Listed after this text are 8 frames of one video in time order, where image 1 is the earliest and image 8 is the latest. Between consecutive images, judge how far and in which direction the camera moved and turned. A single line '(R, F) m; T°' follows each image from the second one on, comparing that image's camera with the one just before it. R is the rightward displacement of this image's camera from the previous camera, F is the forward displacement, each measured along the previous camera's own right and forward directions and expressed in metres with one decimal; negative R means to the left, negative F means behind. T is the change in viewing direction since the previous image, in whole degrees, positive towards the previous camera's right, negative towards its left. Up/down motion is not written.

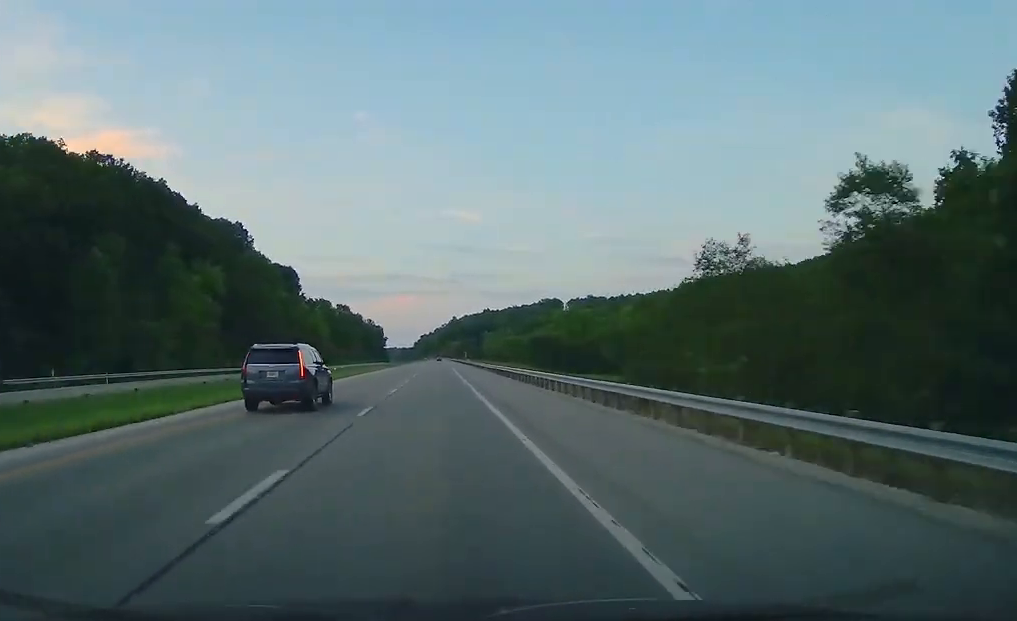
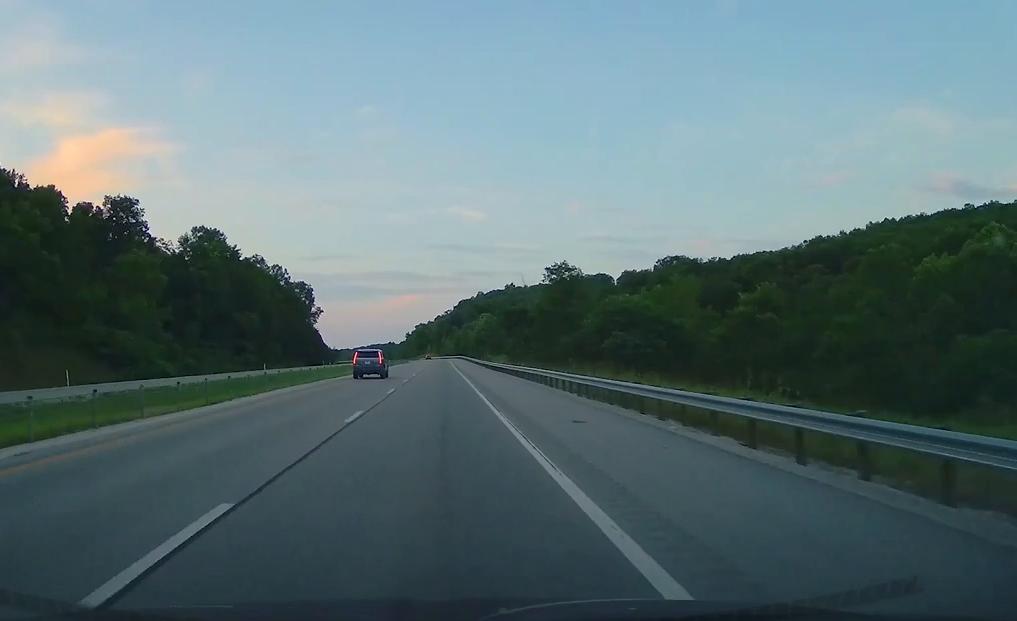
(-1.0, +243.9) m; 0°
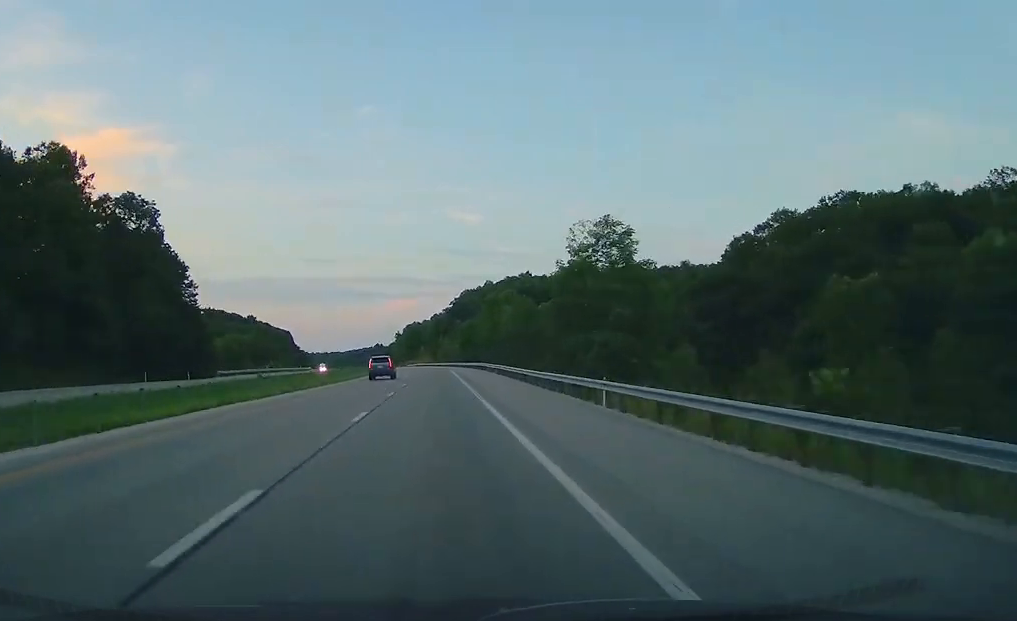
(+0.4, +106.6) m; -1°
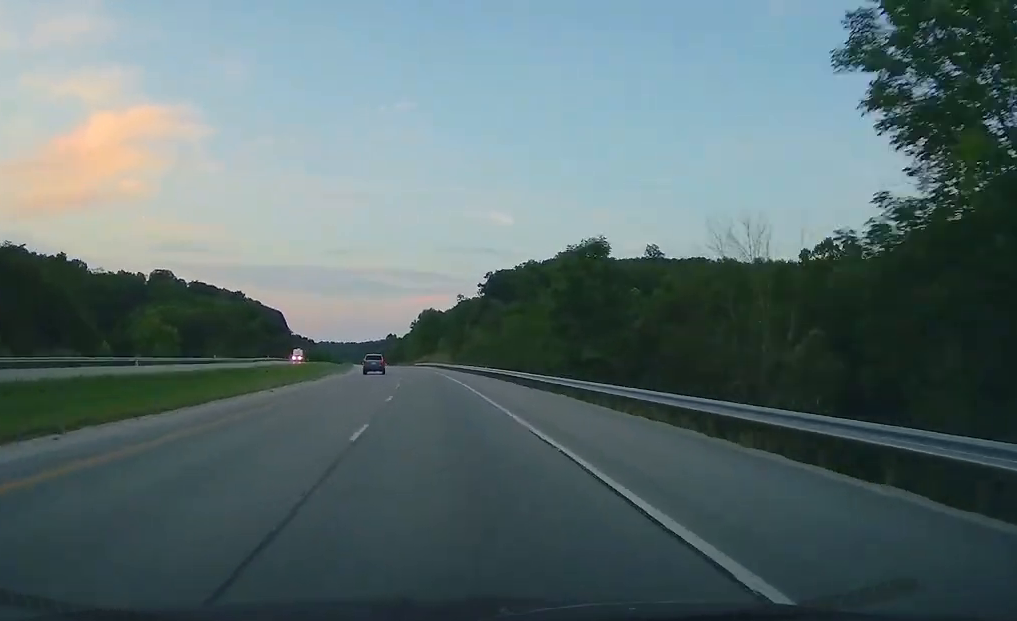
(-1.9, +86.6) m; -2°
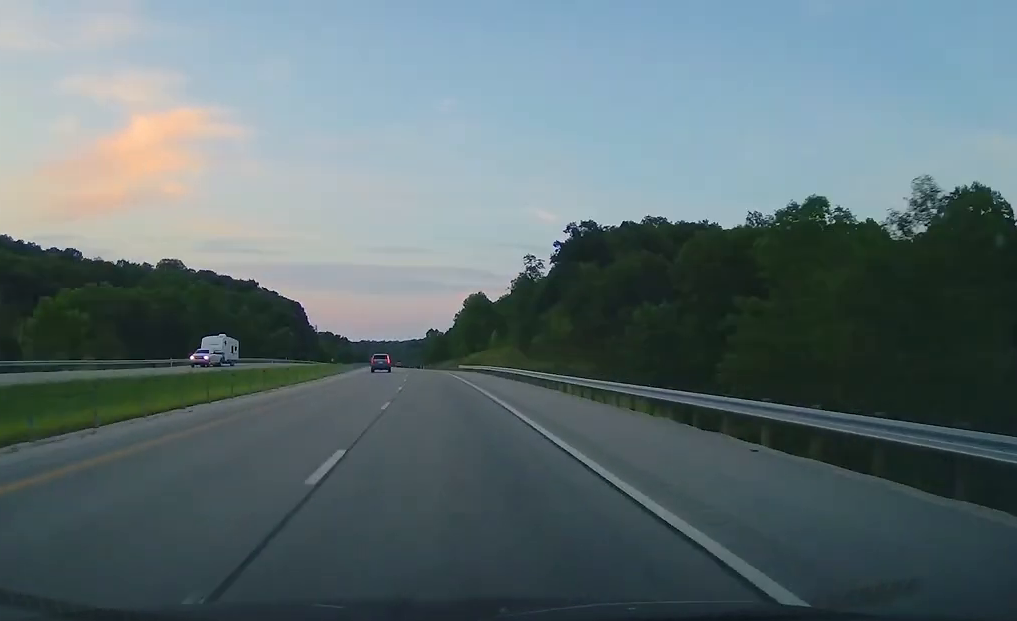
(+0.5, +63.6) m; -2°
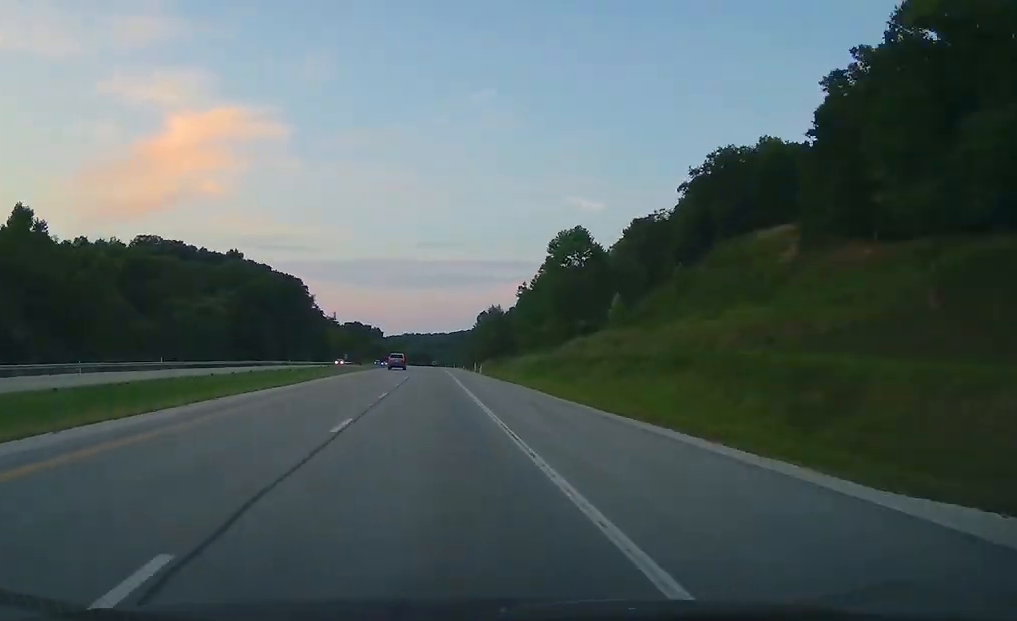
(-4.2, +97.3) m; -2°
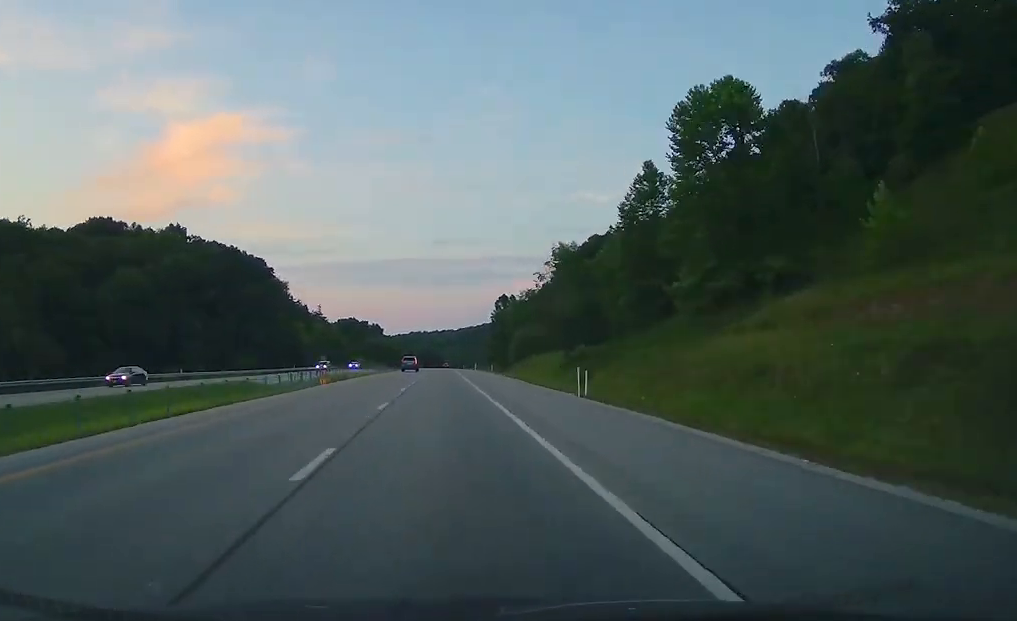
(-0.7, +61.0) m; -1°
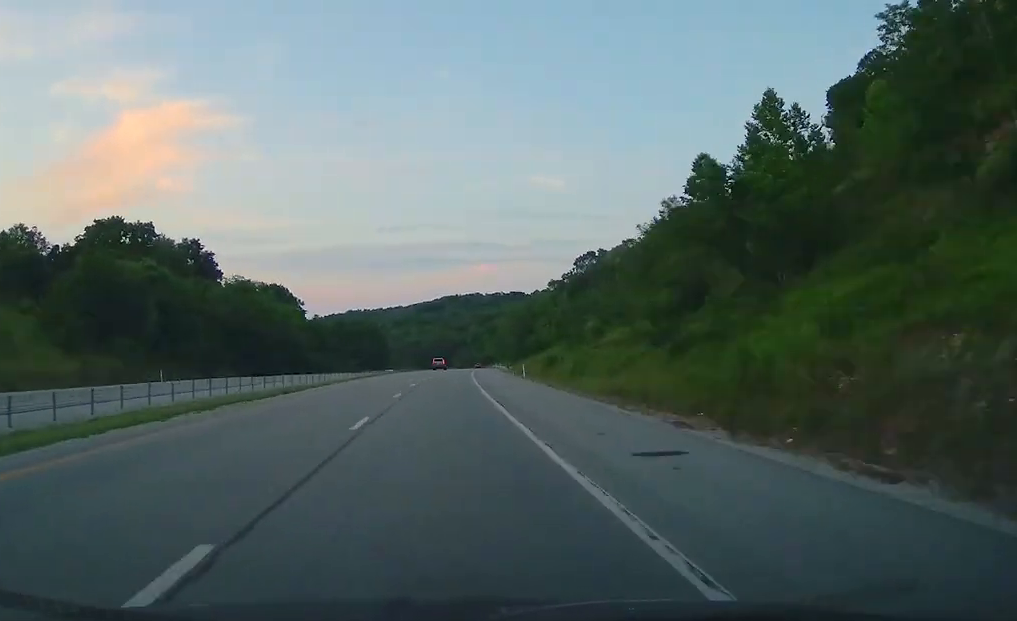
(+1.9, +234.6) m; +3°
